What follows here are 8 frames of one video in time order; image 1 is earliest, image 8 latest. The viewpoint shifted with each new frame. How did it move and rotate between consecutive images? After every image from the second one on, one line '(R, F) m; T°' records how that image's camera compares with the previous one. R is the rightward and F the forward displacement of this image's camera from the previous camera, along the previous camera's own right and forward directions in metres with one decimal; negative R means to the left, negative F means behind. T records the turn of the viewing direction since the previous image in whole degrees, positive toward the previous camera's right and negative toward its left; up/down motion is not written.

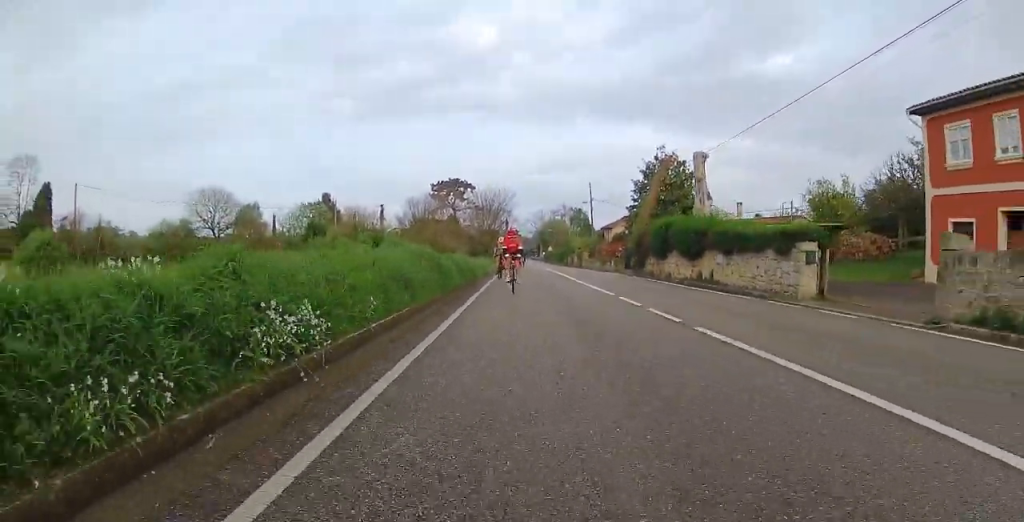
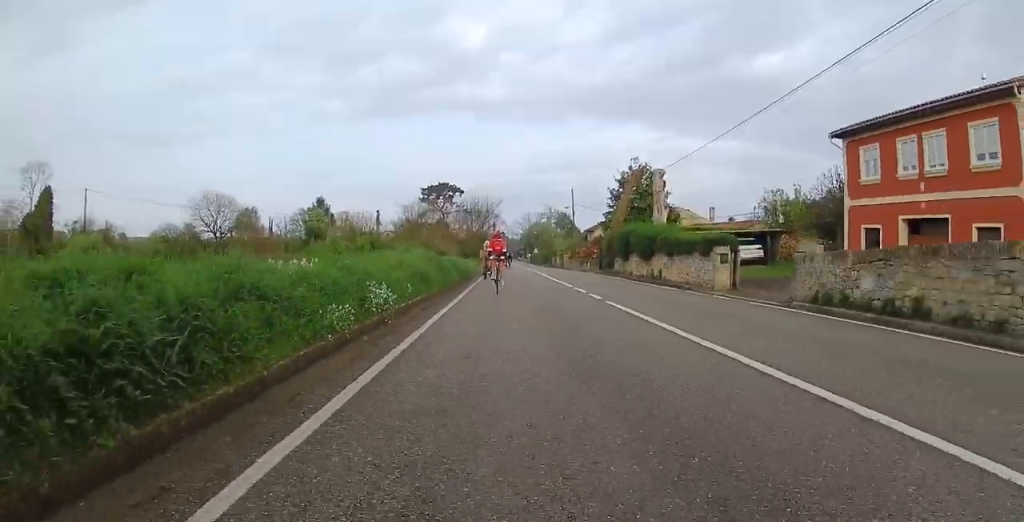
(0.0, +4.6) m; -2°
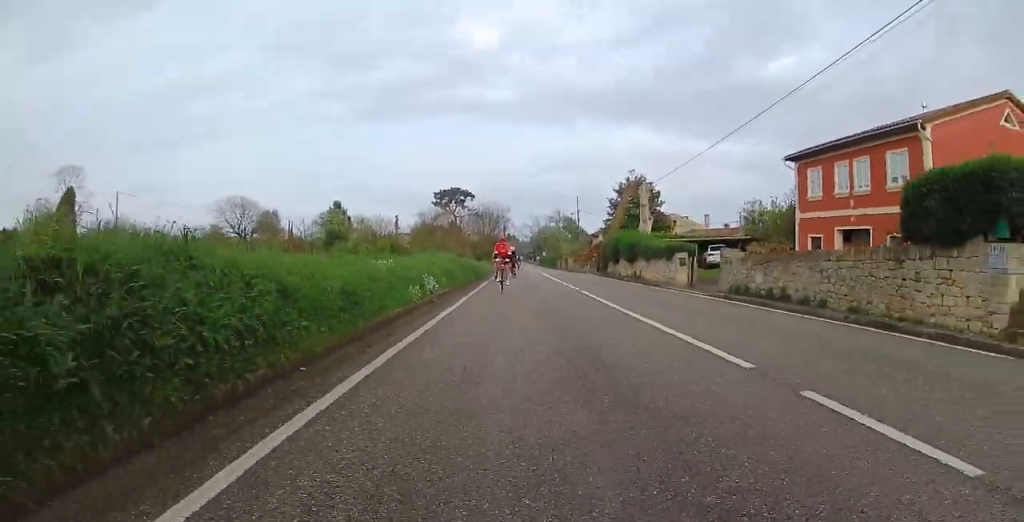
(-0.3, +5.2) m; -3°
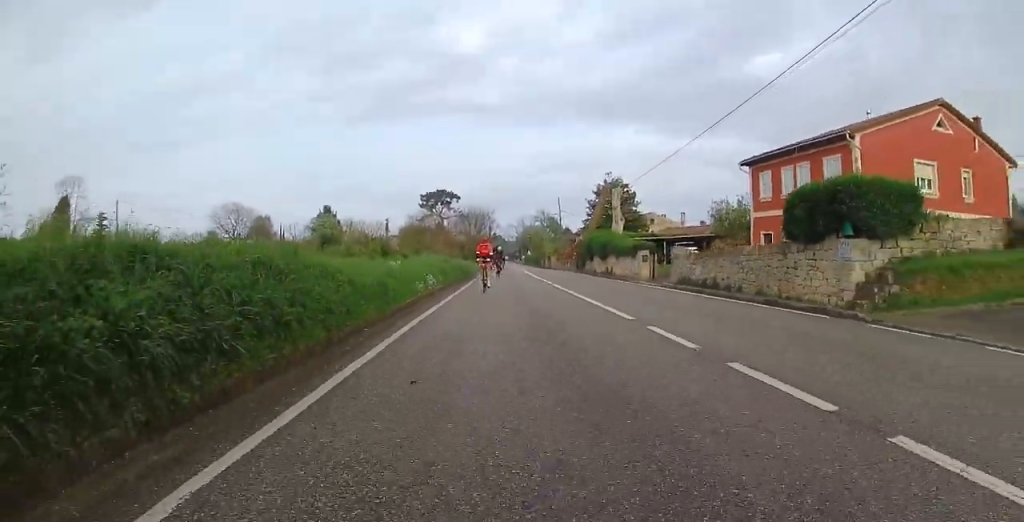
(+0.1, +3.5) m; 0°
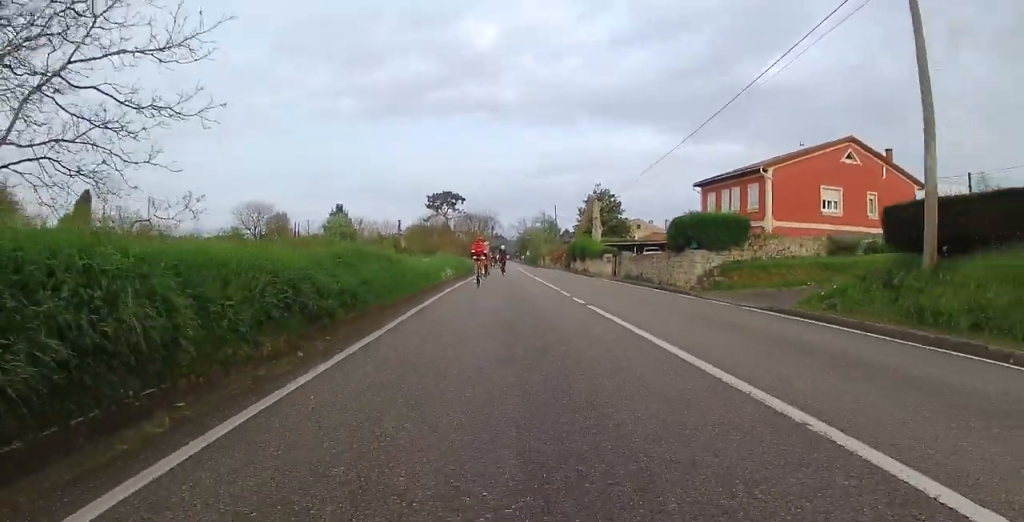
(-0.1, +7.8) m; -3°
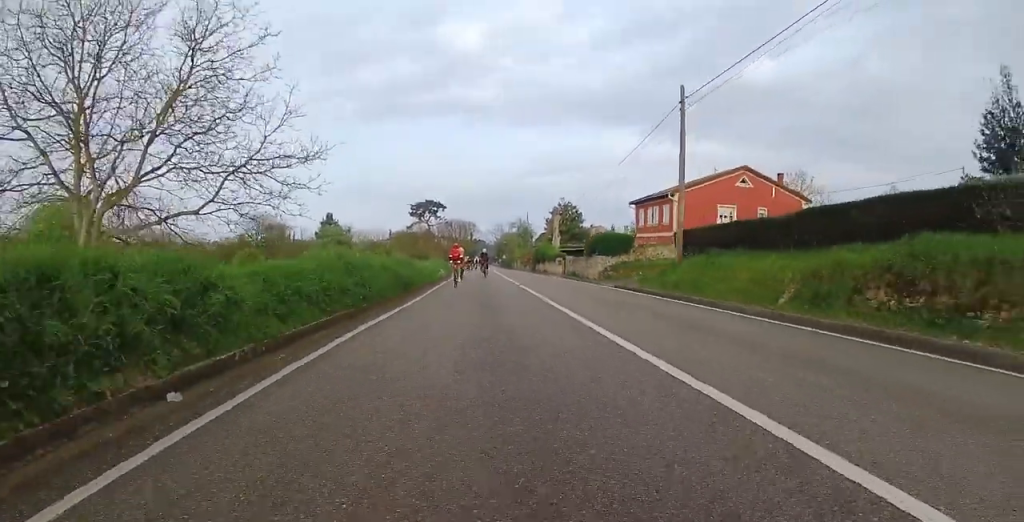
(+0.4, +10.6) m; +5°
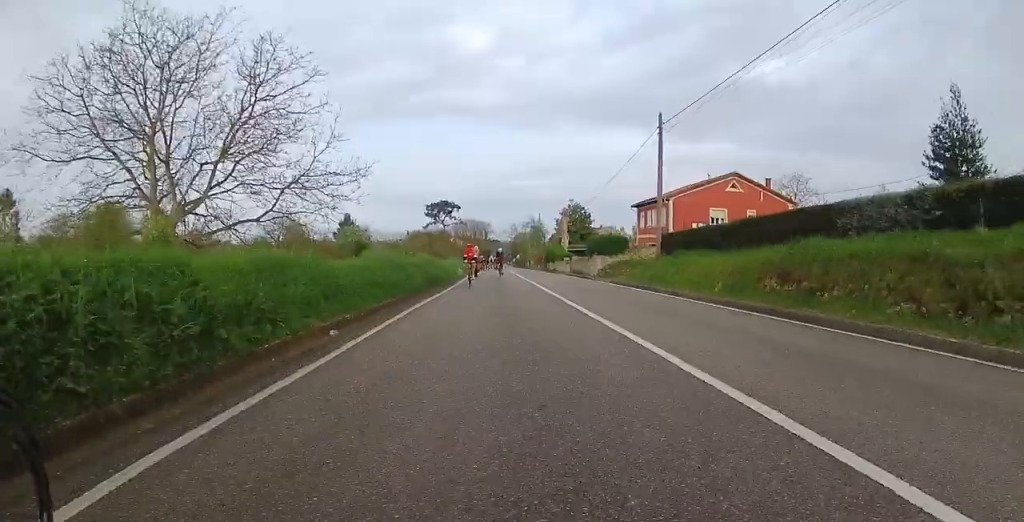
(0.0, +4.4) m; +1°
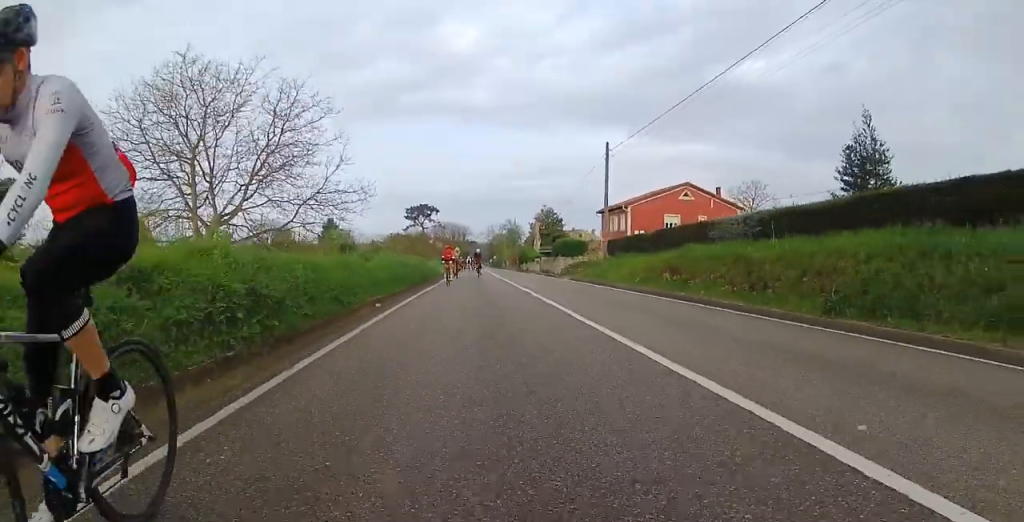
(+0.1, +5.7) m; +2°
